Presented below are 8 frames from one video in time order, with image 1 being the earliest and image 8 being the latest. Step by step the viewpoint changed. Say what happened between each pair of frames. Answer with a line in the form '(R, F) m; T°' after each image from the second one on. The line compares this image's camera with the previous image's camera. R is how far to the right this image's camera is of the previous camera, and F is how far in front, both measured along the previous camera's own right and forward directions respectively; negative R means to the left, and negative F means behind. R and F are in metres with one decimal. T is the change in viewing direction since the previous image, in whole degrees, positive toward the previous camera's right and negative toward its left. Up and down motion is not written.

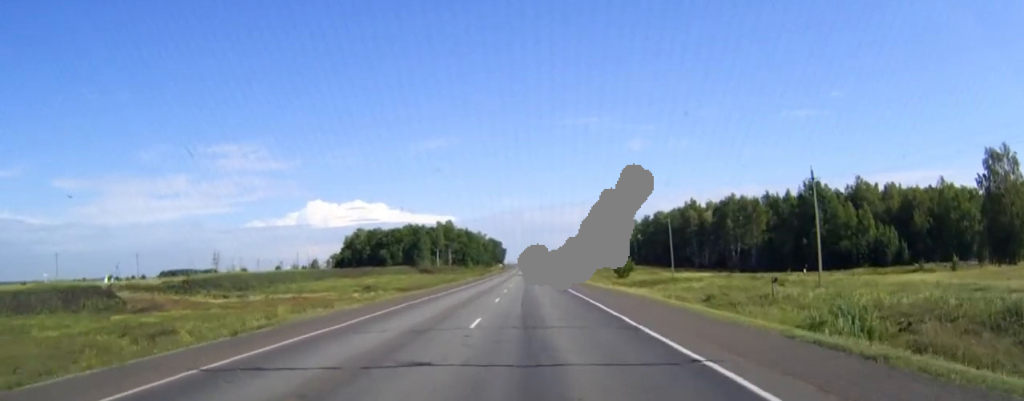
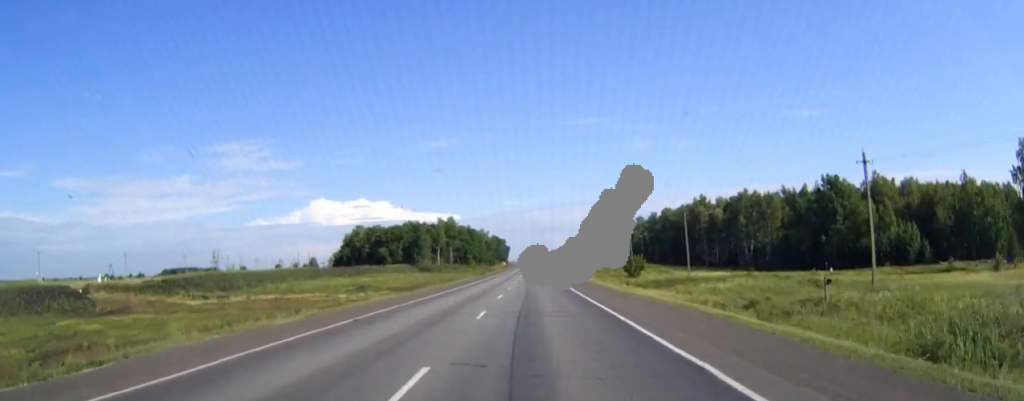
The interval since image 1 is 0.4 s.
(0.0, +9.3) m; 0°
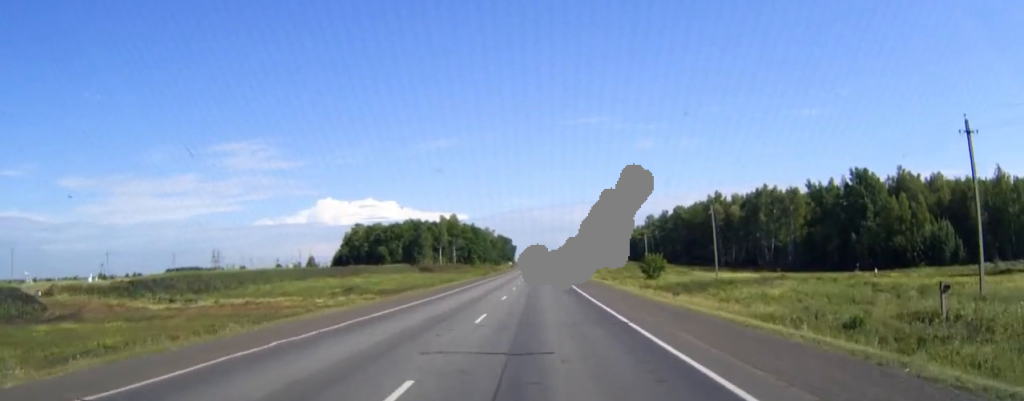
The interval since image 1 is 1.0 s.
(0.0, +13.1) m; 0°
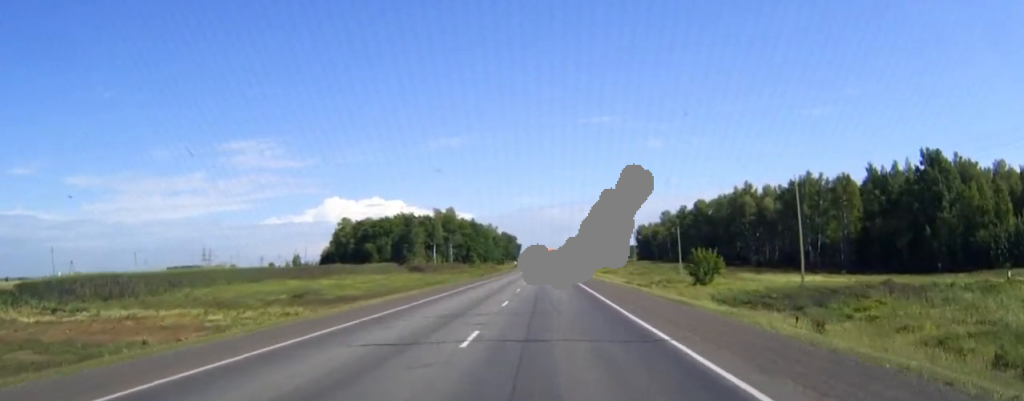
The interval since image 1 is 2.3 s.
(-0.2, +29.5) m; -1°
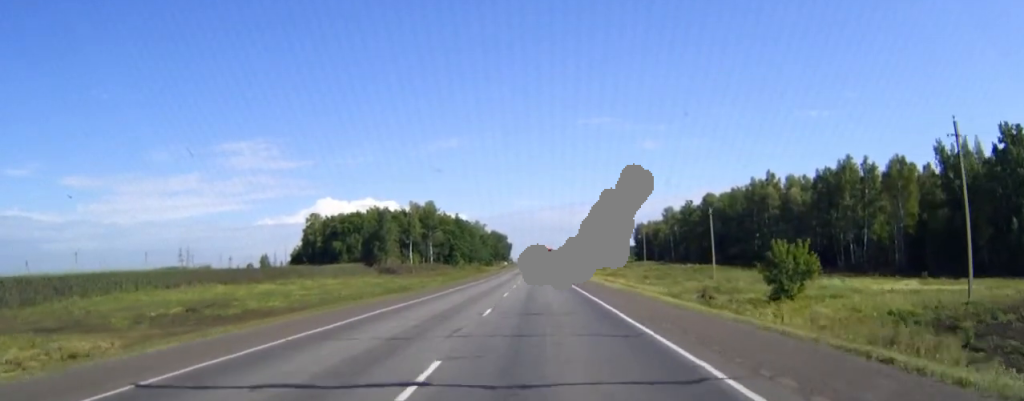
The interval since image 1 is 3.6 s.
(0.0, +28.6) m; 0°
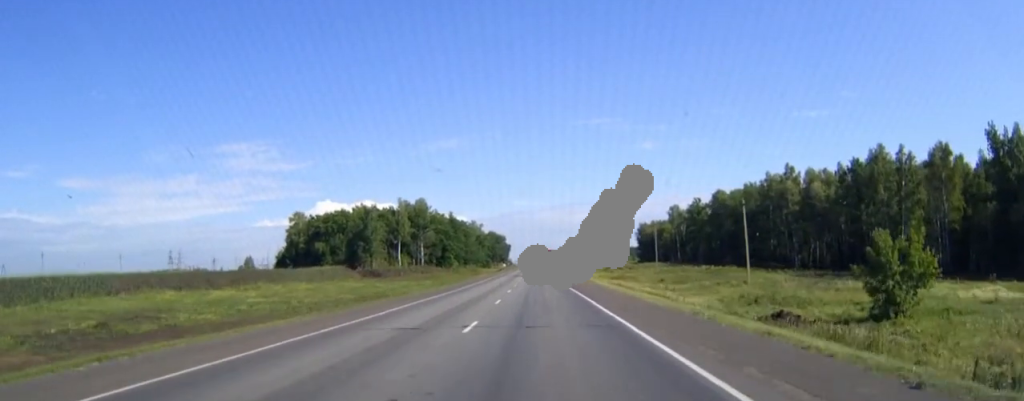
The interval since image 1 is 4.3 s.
(0.0, +15.9) m; 0°
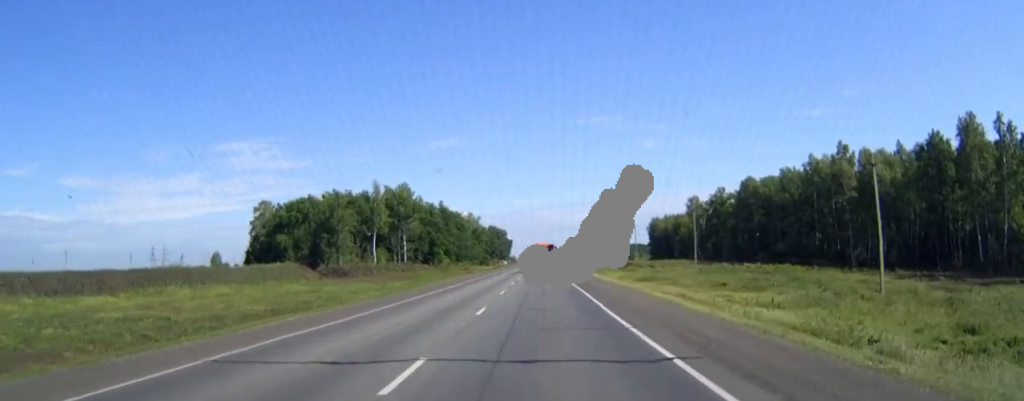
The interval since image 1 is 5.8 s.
(0.0, +31.6) m; 0°
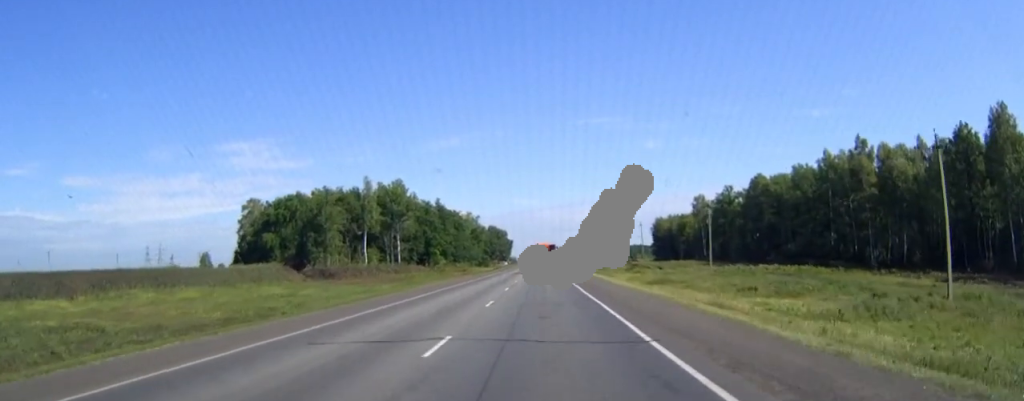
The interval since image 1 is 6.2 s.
(0.0, +9.0) m; 0°
